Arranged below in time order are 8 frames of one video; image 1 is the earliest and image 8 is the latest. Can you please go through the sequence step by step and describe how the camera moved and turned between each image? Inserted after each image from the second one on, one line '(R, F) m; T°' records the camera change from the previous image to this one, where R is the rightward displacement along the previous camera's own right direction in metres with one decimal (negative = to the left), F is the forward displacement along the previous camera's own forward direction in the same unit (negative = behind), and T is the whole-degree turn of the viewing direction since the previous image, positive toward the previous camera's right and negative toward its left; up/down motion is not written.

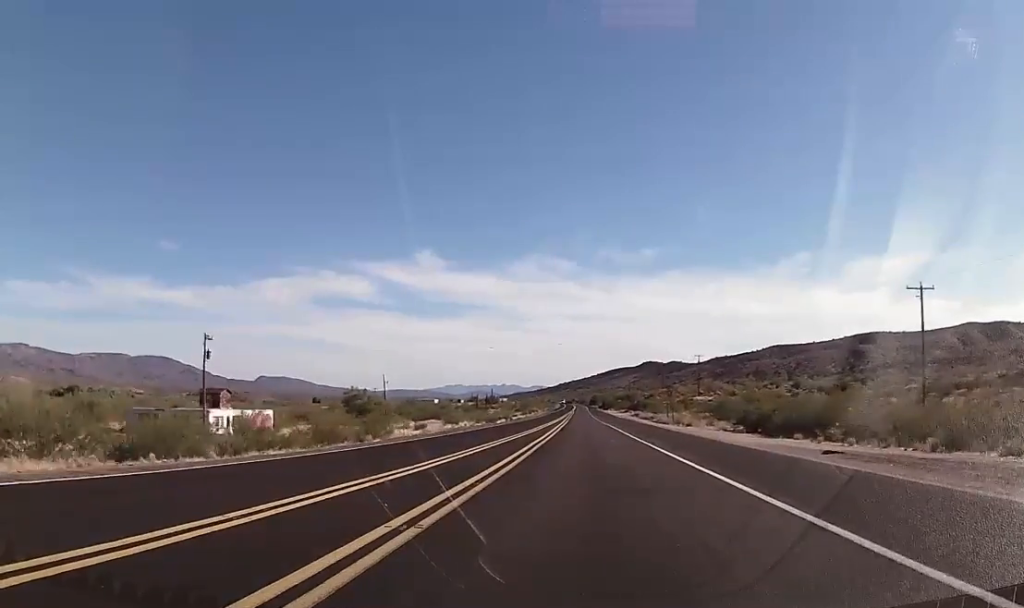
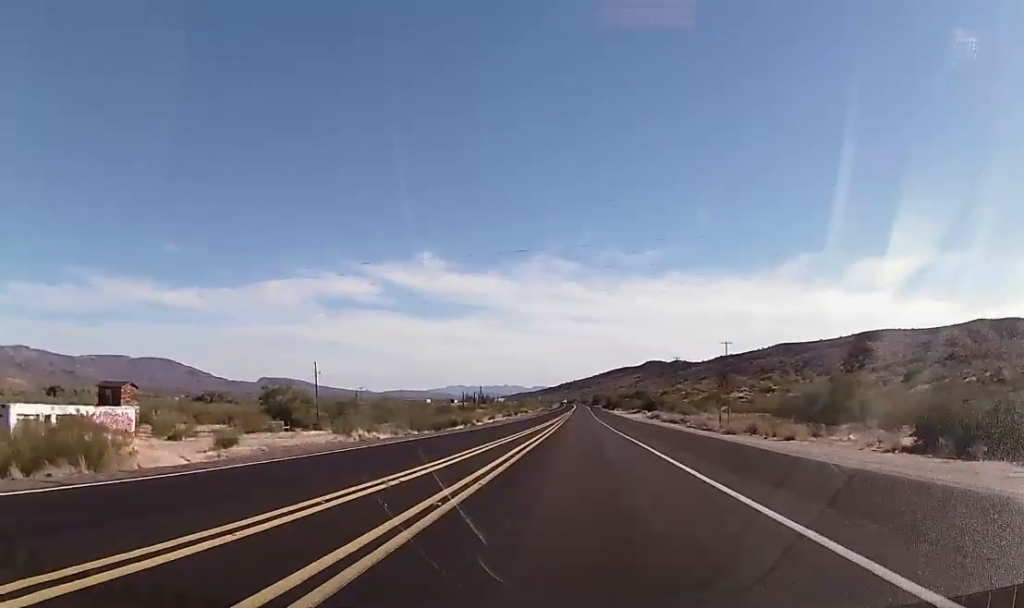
(-0.9, +35.1) m; -1°
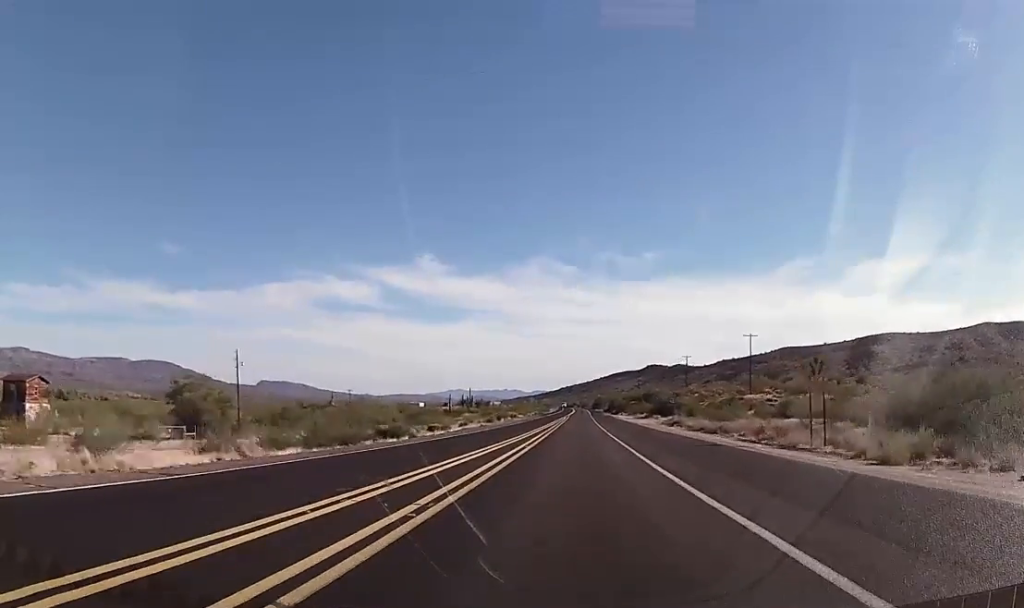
(+0.6, +23.2) m; +1°
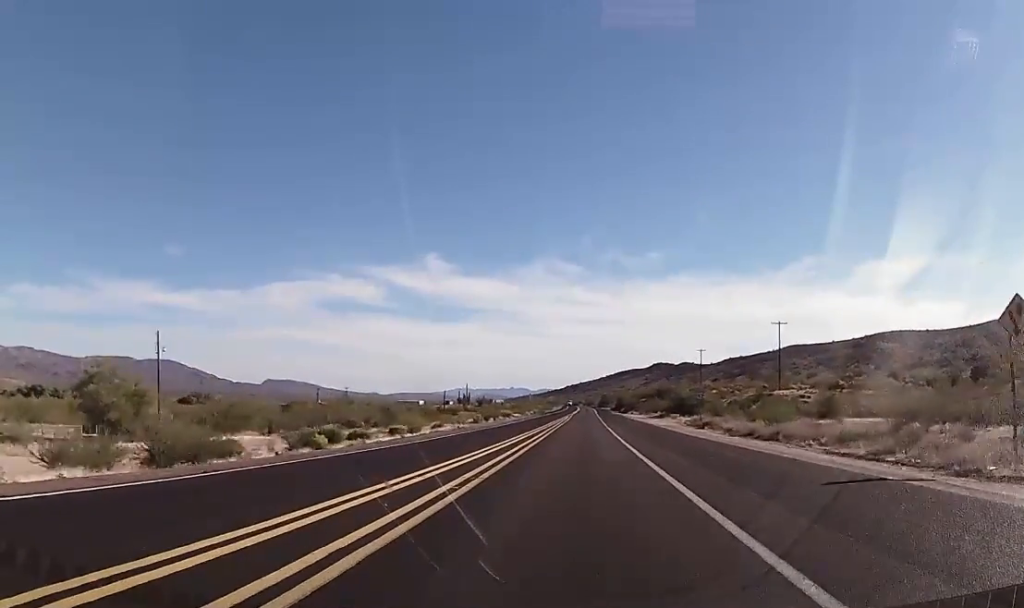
(0.0, +16.3) m; 0°
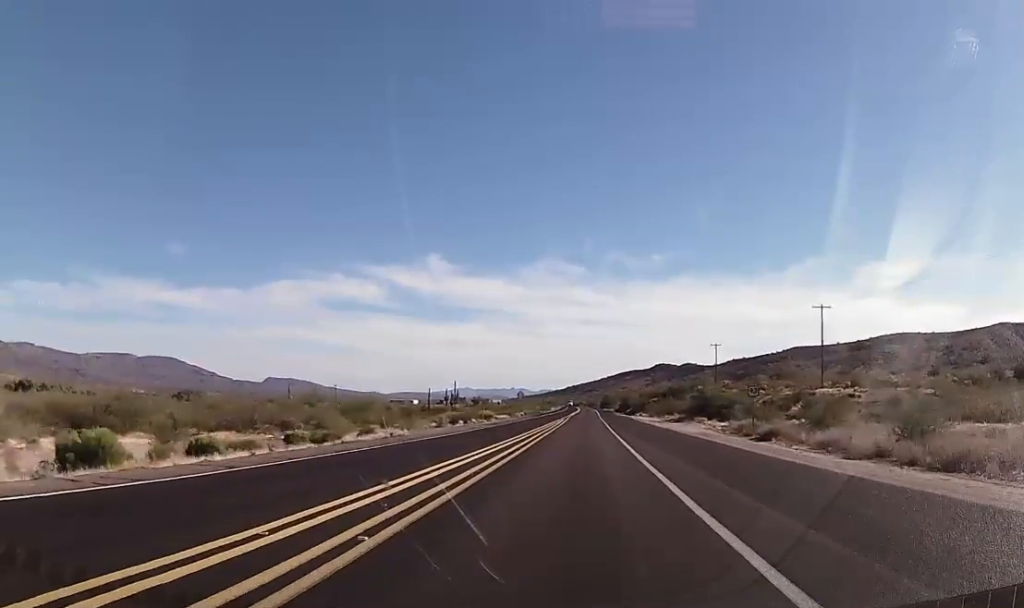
(-0.2, +20.7) m; 0°
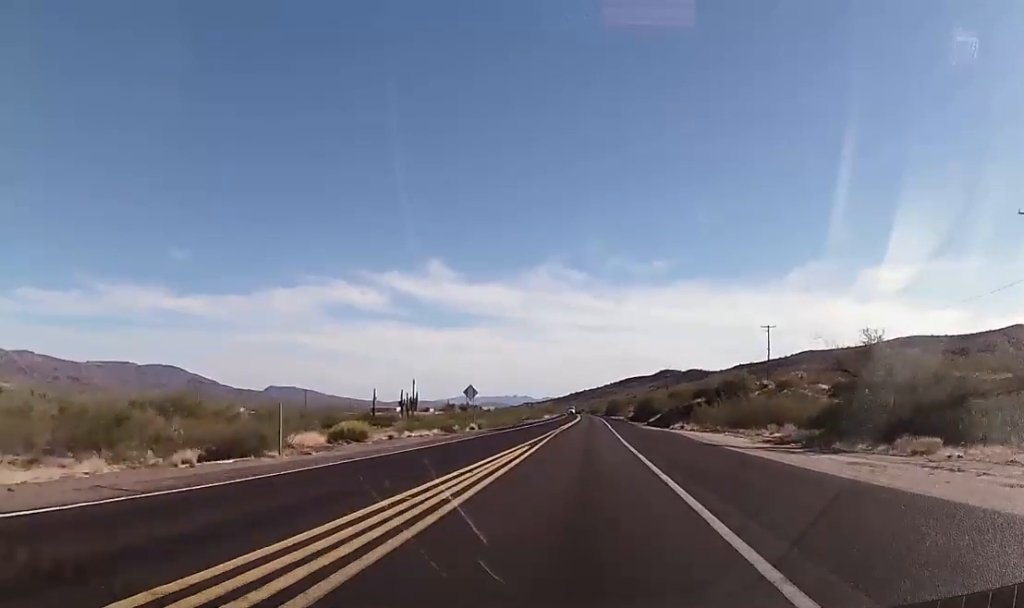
(+0.3, +47.8) m; 0°
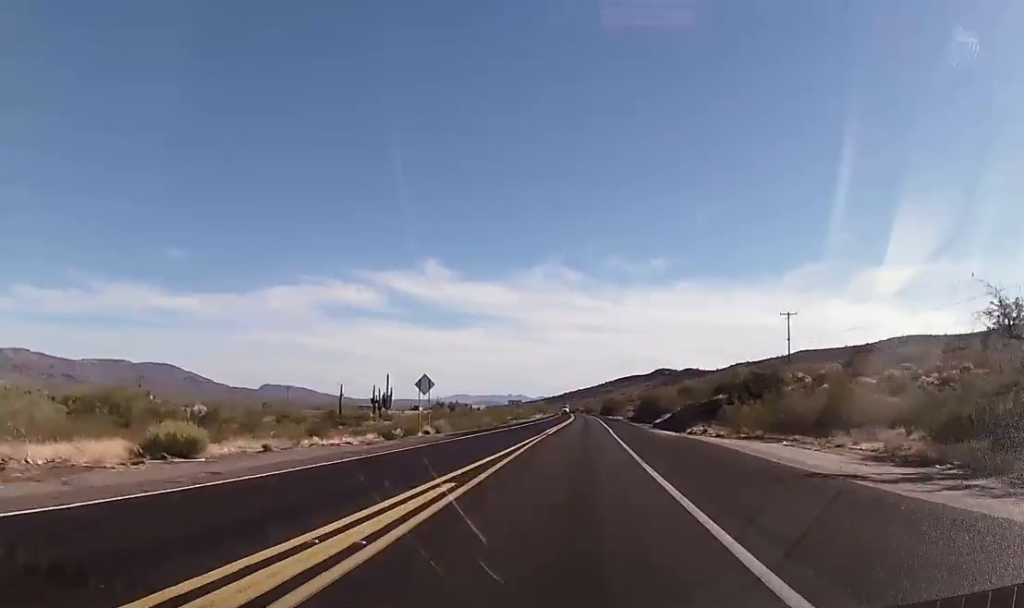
(-0.1, +15.6) m; 0°
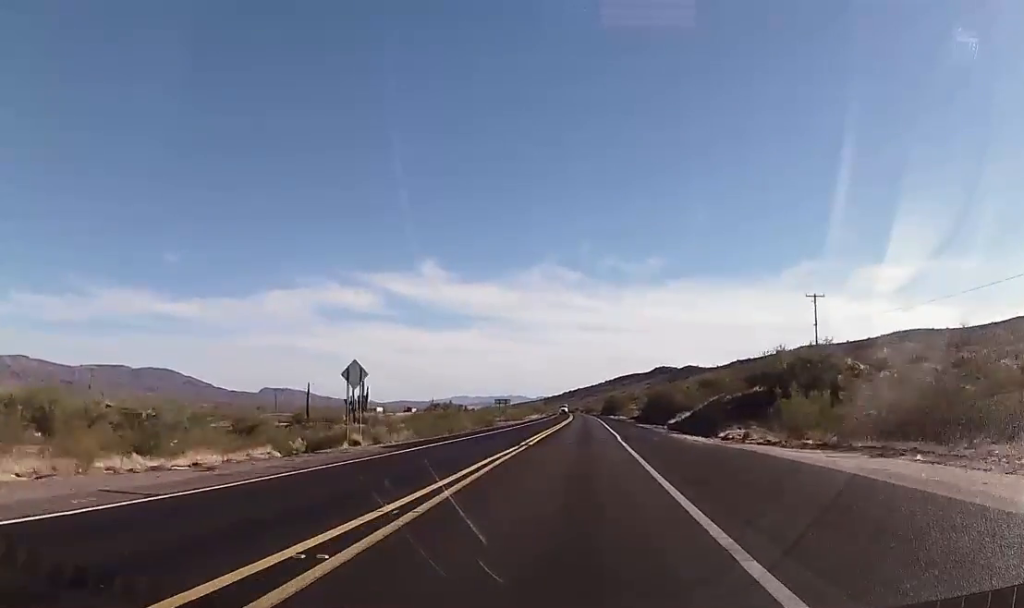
(0.0, +13.9) m; 0°
